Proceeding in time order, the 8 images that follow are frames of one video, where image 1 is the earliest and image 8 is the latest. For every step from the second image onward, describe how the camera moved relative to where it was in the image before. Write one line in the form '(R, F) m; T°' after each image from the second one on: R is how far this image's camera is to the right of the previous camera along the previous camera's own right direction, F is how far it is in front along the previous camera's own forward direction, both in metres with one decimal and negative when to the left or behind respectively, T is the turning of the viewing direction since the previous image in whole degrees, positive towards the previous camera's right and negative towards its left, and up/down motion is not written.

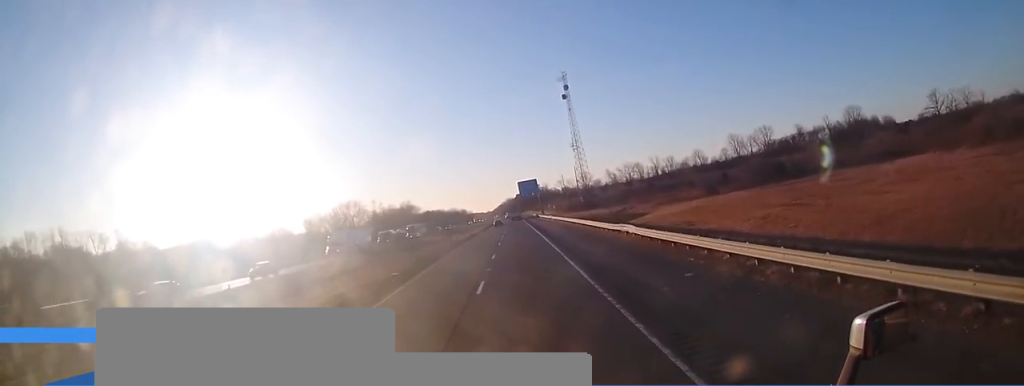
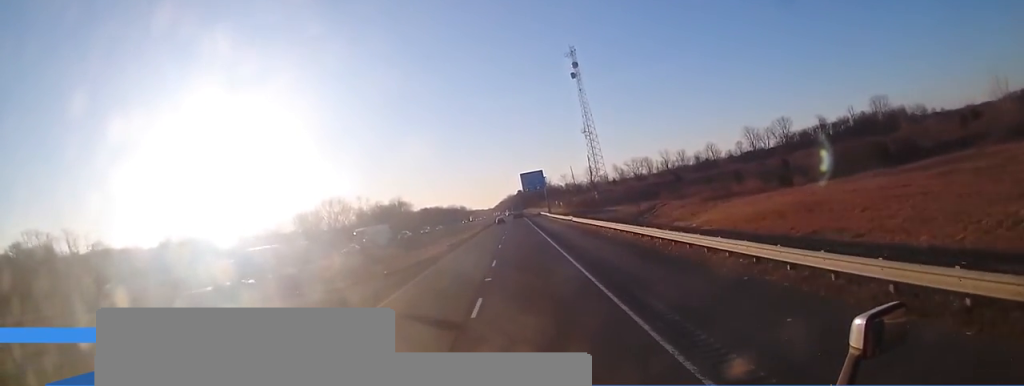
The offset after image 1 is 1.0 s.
(-0.1, +28.1) m; +1°
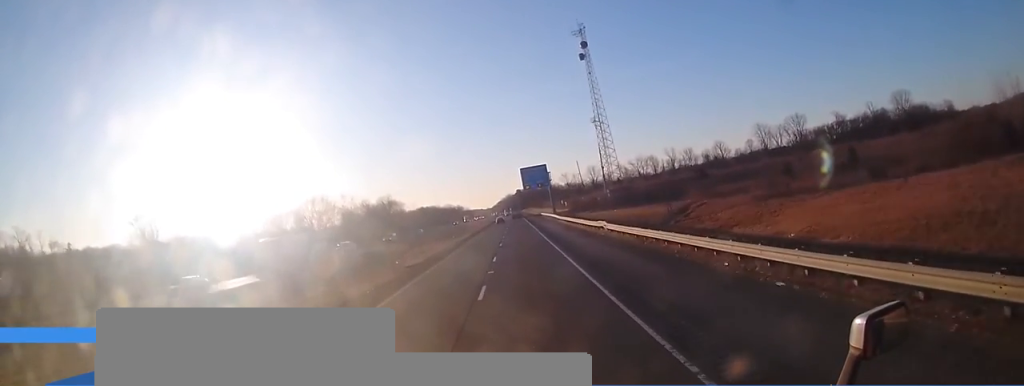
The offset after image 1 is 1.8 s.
(+0.2, +21.9) m; +1°
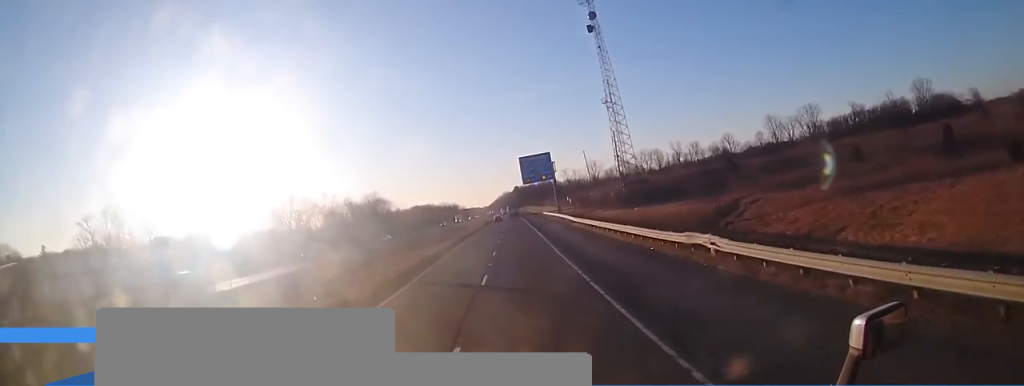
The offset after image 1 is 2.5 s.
(+0.2, +21.1) m; 0°
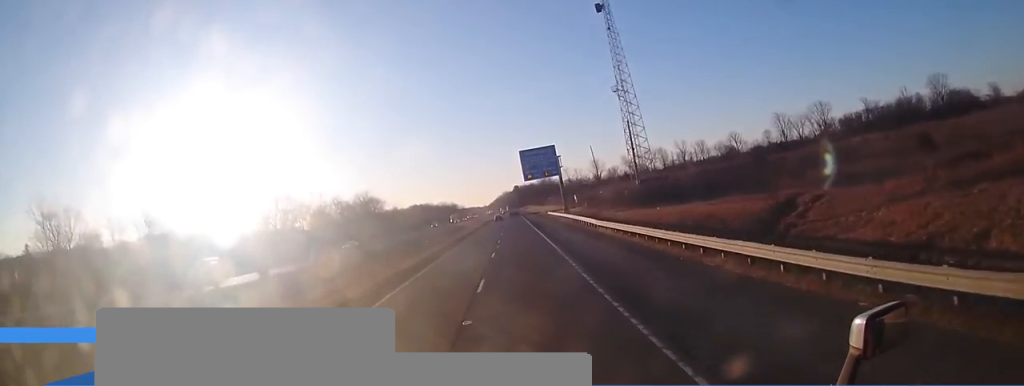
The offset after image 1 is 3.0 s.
(-0.1, +14.9) m; -1°
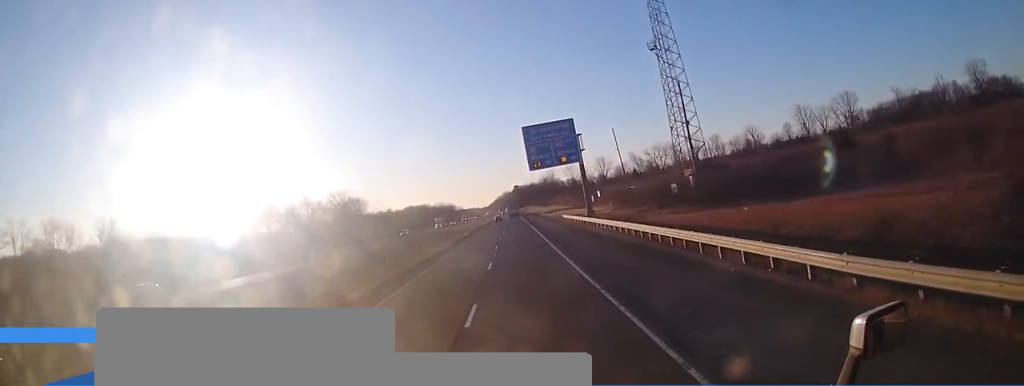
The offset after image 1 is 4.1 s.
(-0.3, +30.0) m; -1°
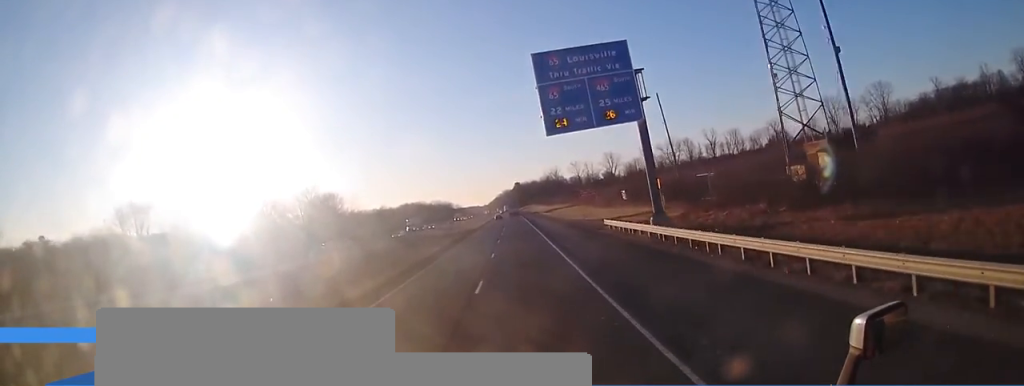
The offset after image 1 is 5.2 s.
(-0.1, +32.0) m; +1°
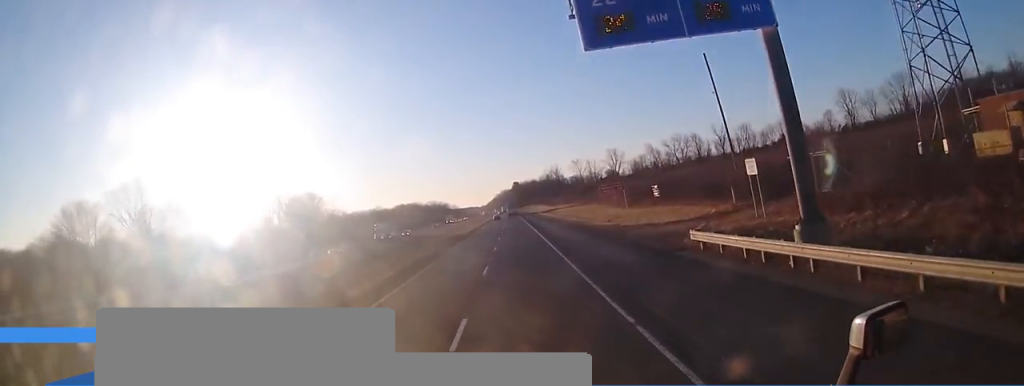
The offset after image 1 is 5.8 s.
(+0.3, +19.4) m; 0°
